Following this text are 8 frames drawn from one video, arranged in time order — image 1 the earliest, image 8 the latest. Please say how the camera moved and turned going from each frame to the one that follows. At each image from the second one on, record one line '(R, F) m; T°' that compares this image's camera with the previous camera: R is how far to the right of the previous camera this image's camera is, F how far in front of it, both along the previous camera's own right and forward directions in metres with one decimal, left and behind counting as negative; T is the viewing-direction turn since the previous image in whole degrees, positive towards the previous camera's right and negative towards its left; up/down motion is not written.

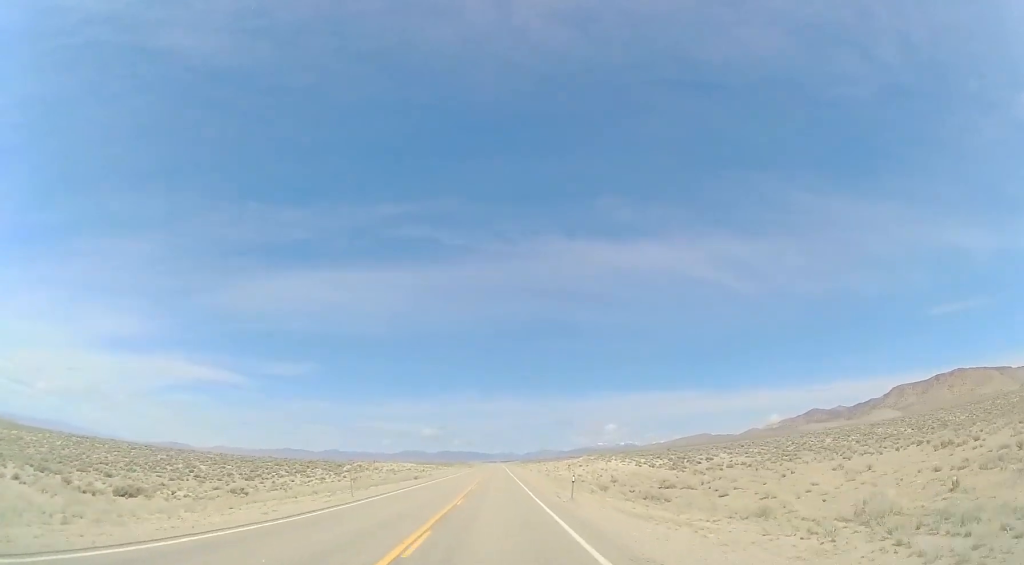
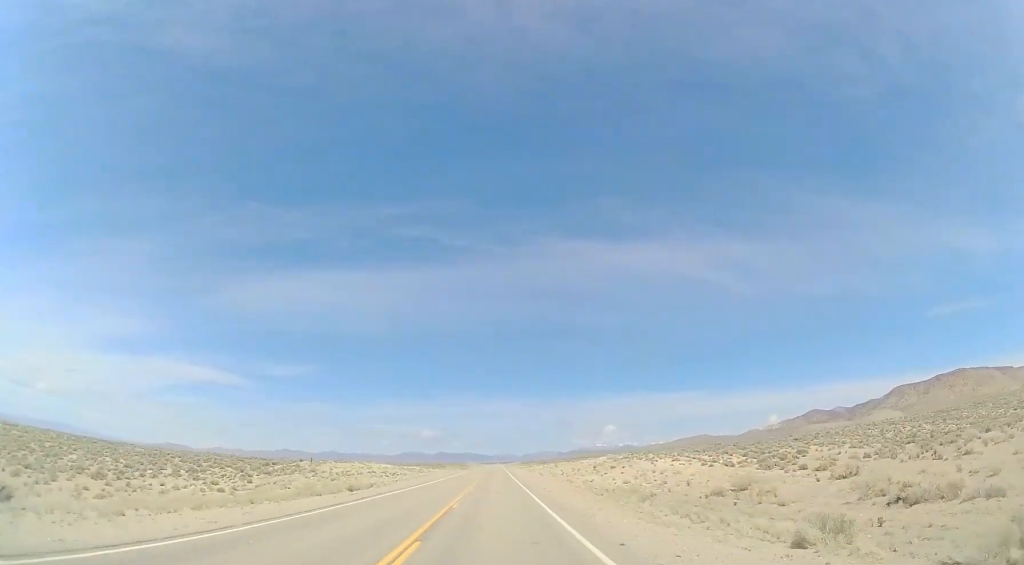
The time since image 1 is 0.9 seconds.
(0.0, +26.2) m; 0°
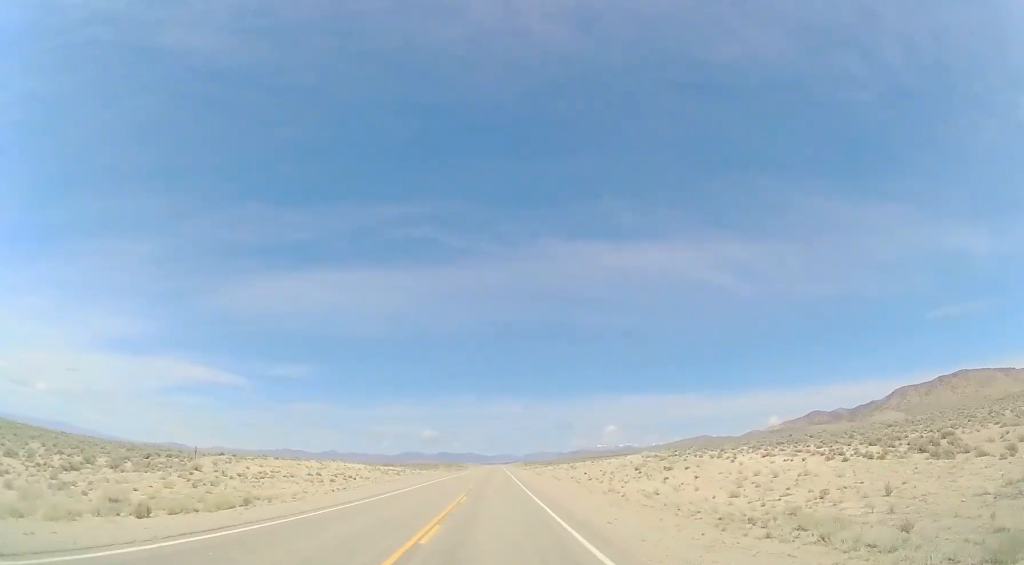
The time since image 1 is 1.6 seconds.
(+0.1, +21.2) m; +1°
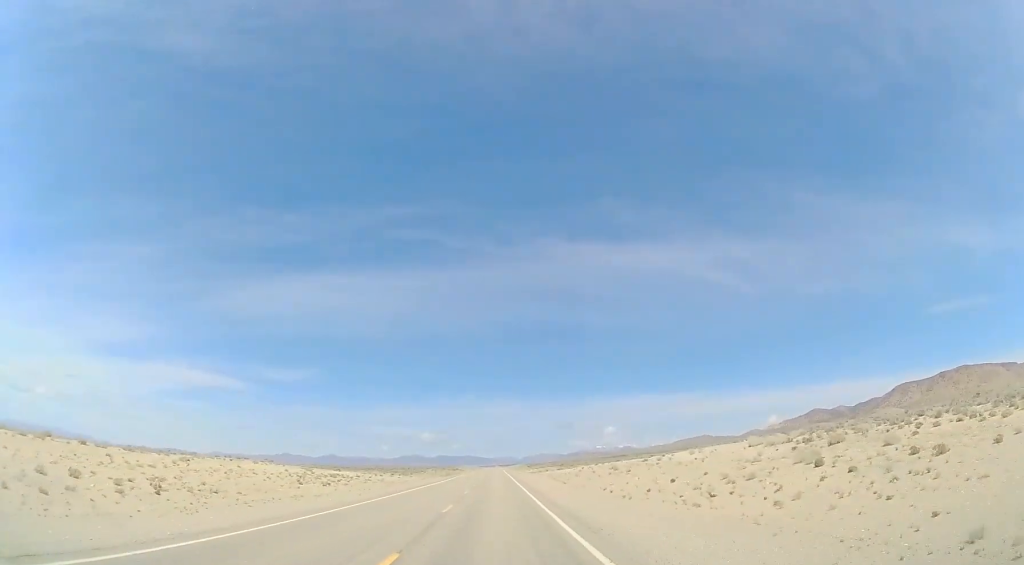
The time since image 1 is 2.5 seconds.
(+0.2, +29.2) m; 0°
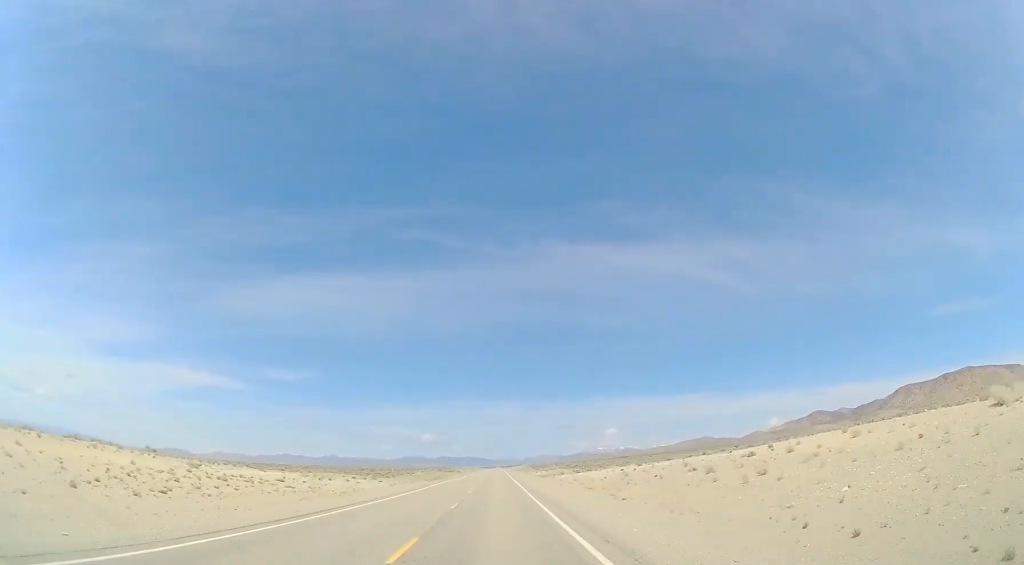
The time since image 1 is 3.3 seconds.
(0.0, +22.0) m; 0°
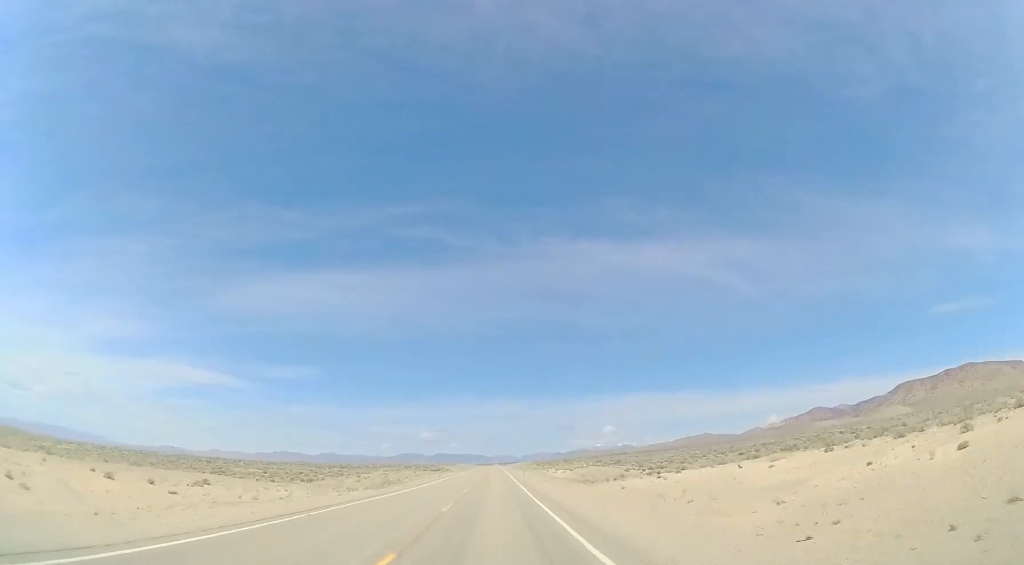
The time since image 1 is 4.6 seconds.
(-0.2, +38.9) m; 0°
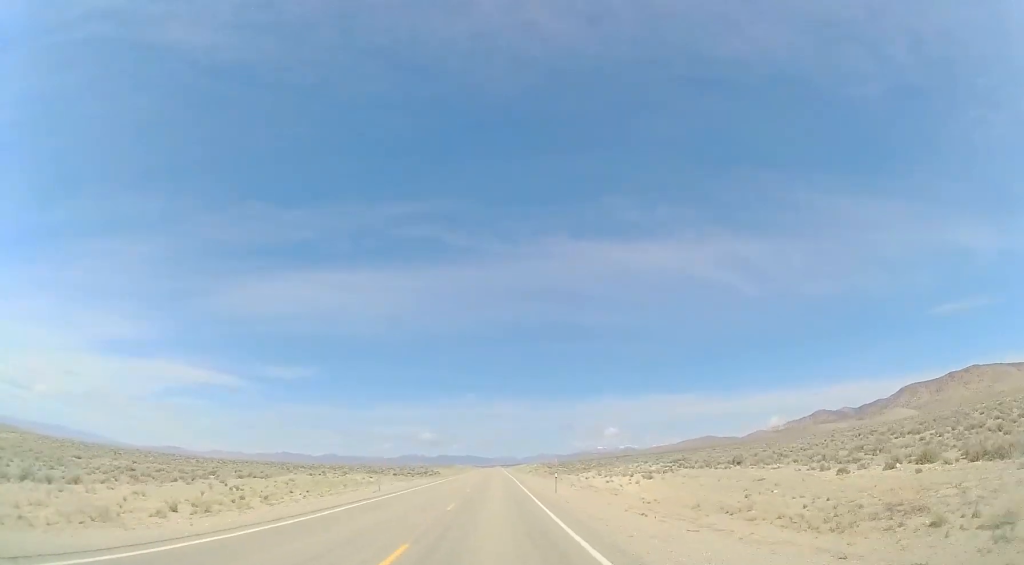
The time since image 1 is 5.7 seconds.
(0.0, +35.0) m; 0°
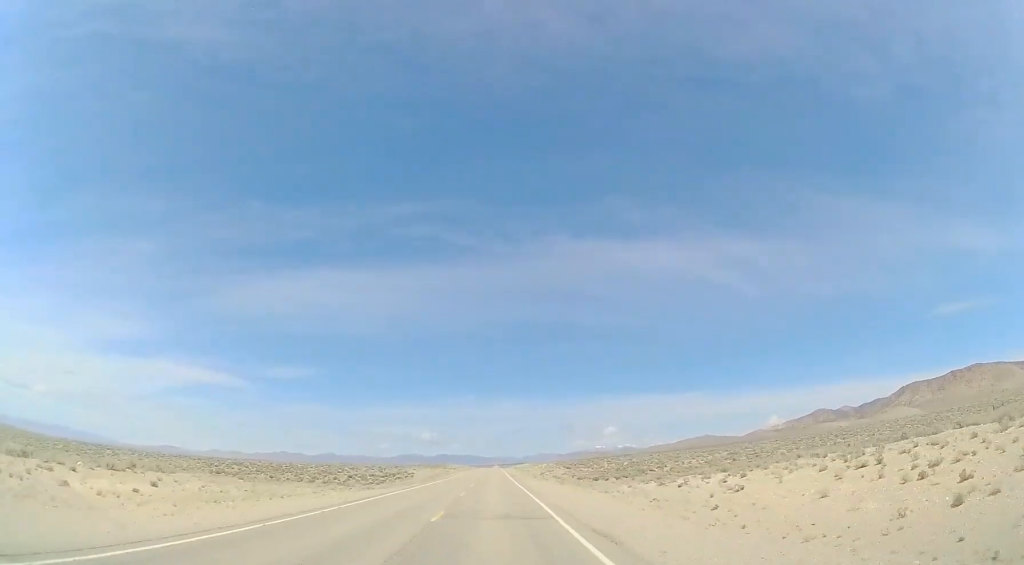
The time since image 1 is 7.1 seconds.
(+0.2, +41.1) m; 0°
